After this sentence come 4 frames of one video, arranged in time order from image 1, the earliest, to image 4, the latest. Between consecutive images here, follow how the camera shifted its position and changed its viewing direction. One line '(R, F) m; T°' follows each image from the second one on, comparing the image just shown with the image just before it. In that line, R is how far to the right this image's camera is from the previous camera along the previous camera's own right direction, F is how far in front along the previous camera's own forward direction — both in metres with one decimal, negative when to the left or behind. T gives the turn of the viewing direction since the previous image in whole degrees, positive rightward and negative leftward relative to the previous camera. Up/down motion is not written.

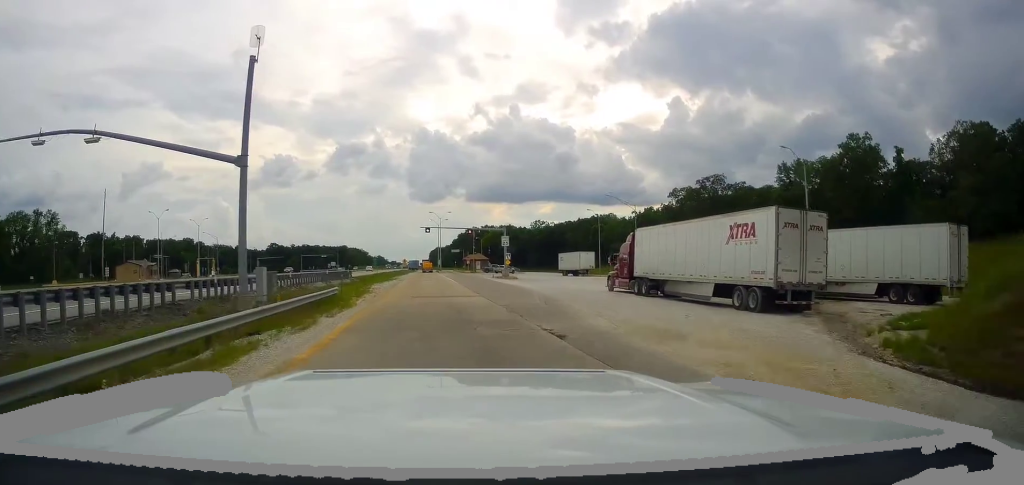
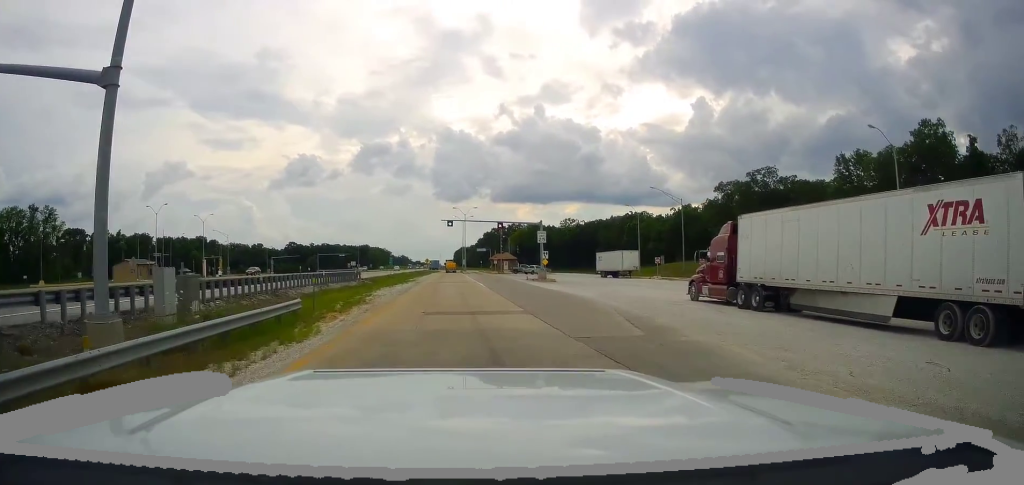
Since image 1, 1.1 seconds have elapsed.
(0.0, +11.2) m; -2°
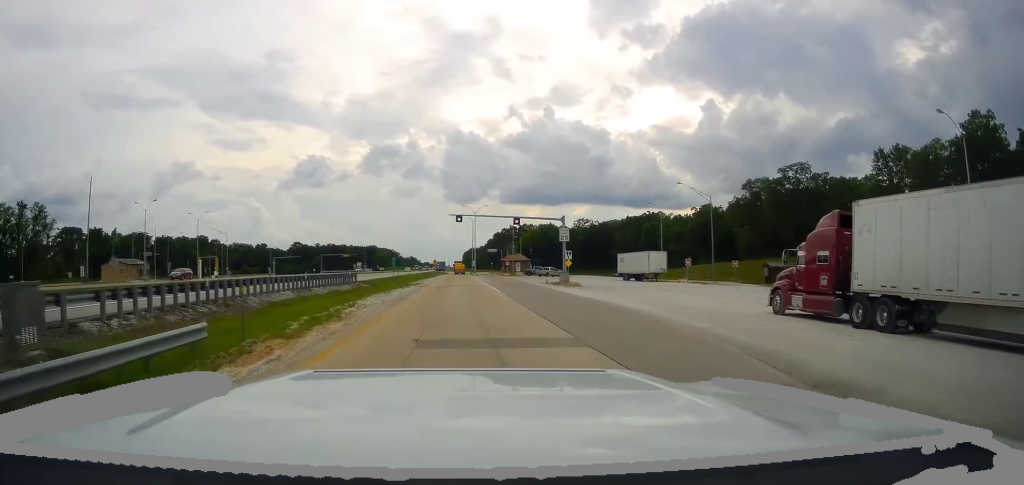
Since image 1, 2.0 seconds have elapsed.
(-0.3, +8.2) m; -3°
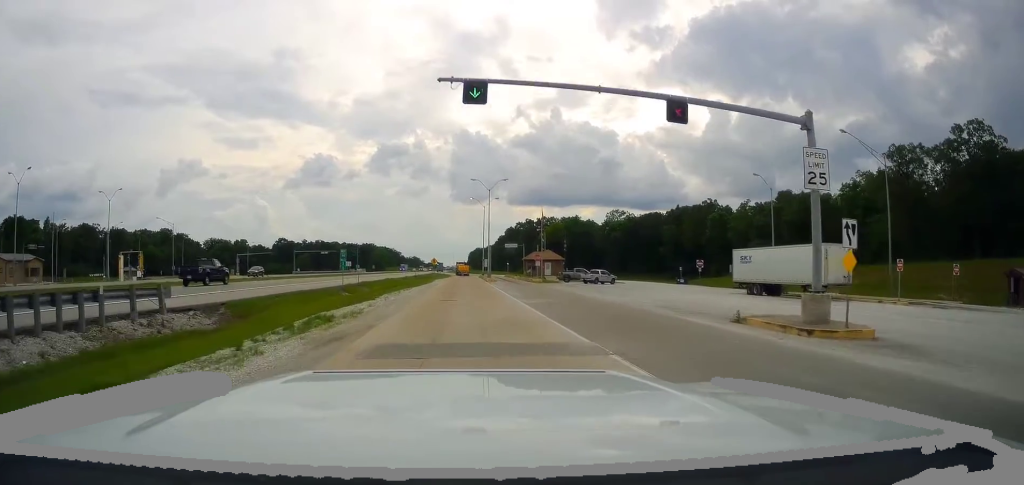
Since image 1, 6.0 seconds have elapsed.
(-0.8, +38.8) m; -1°
